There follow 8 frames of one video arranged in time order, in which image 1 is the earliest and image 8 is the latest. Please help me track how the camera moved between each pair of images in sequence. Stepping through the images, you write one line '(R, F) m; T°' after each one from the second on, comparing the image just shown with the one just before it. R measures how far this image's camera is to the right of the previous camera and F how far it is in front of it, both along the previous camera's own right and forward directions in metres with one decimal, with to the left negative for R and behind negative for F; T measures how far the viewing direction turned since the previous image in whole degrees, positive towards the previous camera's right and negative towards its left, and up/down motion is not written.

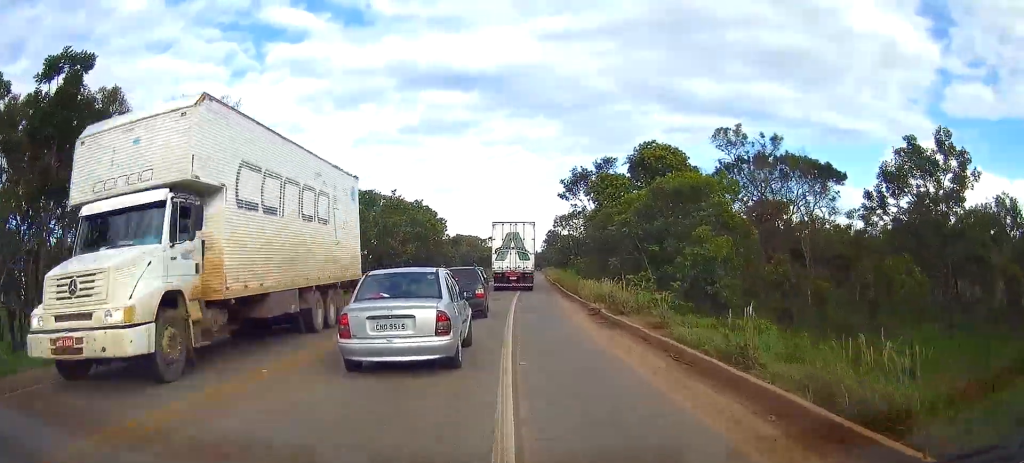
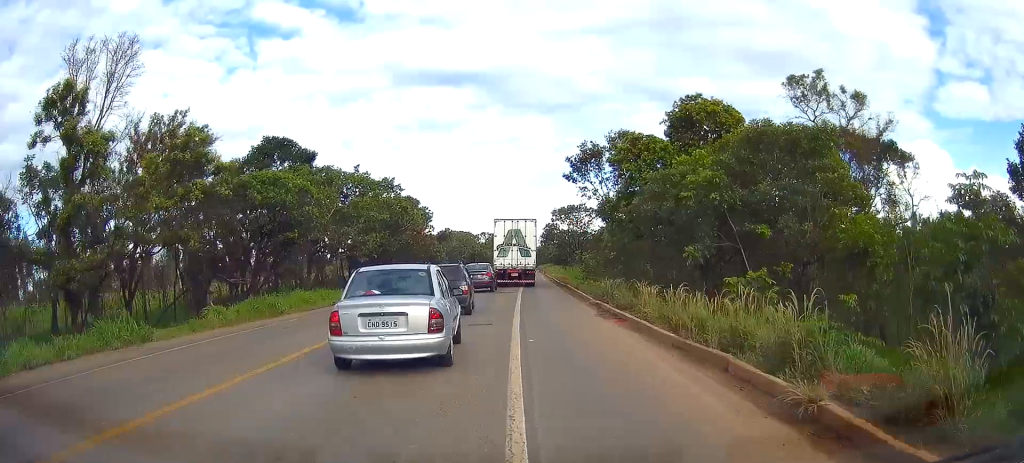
(-0.5, +14.7) m; -1°
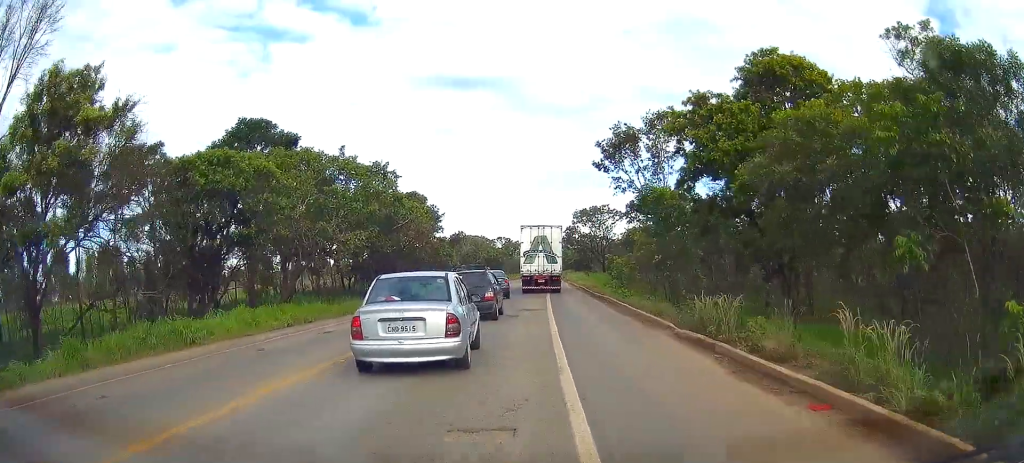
(+0.5, +9.5) m; +4°
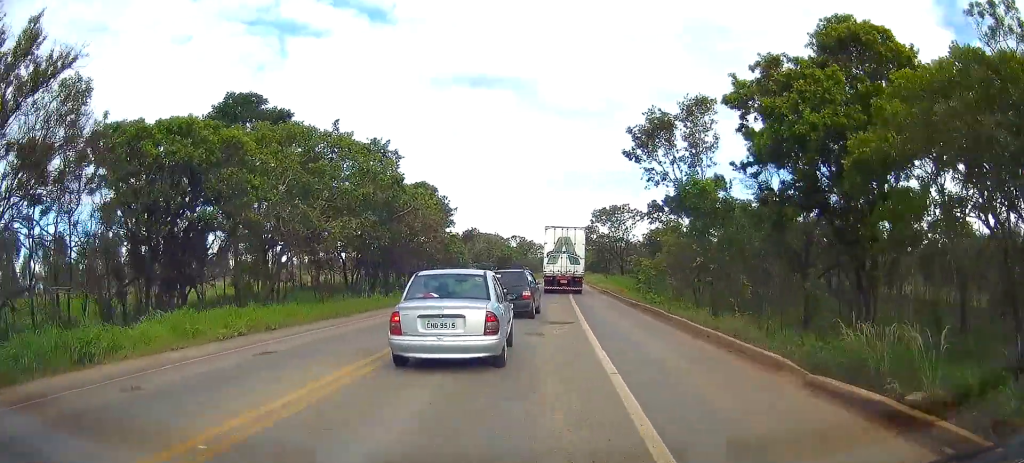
(0.0, +5.6) m; 0°
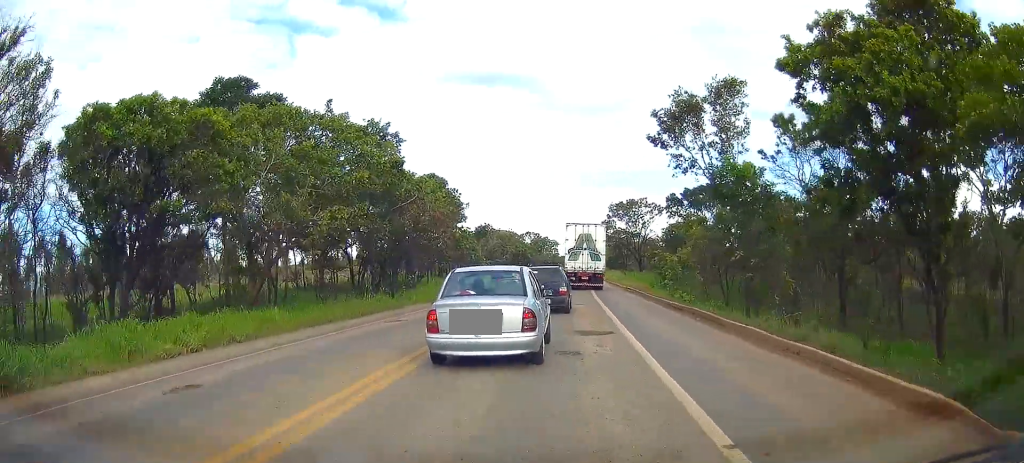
(0.0, +3.8) m; -1°
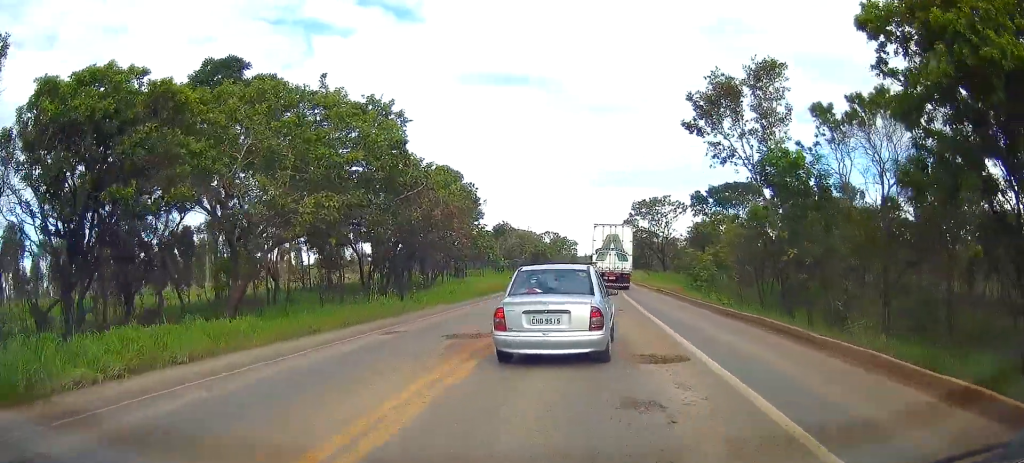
(+0.1, +4.0) m; -2°
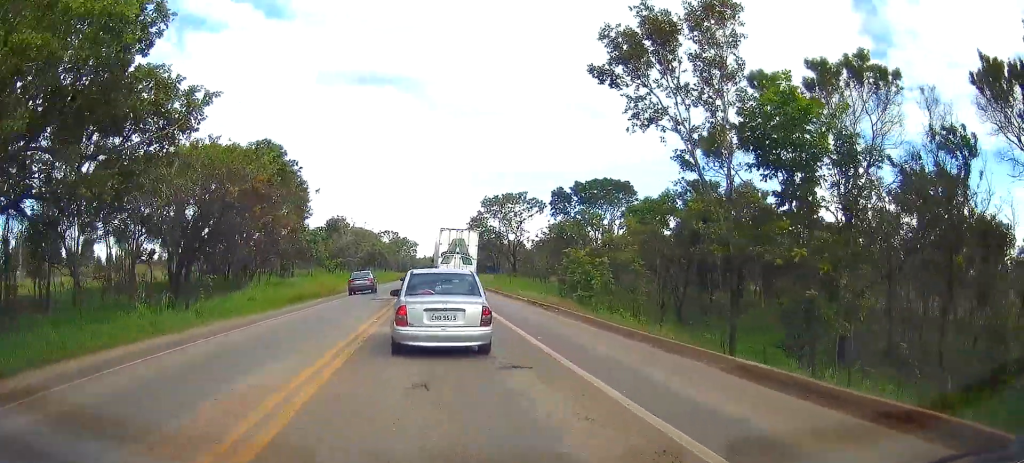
(-0.5, +11.3) m; +2°
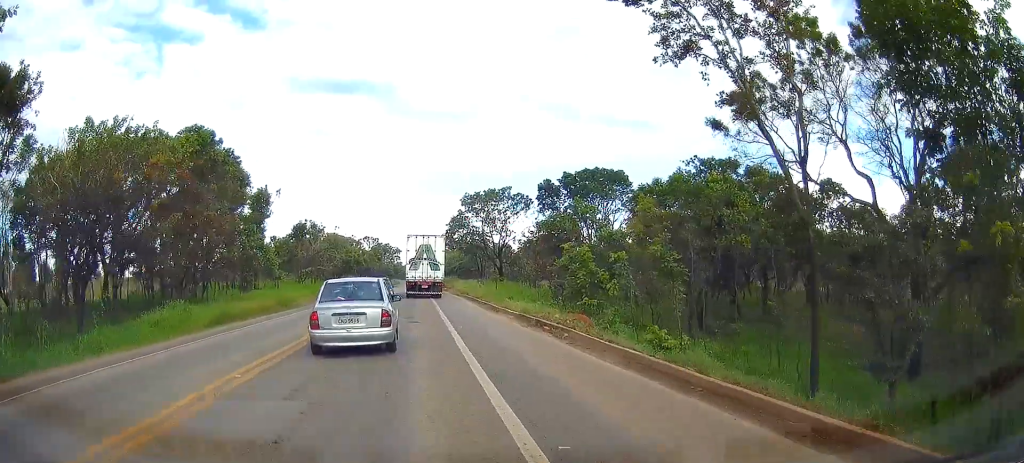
(+0.6, +7.7) m; +7°
